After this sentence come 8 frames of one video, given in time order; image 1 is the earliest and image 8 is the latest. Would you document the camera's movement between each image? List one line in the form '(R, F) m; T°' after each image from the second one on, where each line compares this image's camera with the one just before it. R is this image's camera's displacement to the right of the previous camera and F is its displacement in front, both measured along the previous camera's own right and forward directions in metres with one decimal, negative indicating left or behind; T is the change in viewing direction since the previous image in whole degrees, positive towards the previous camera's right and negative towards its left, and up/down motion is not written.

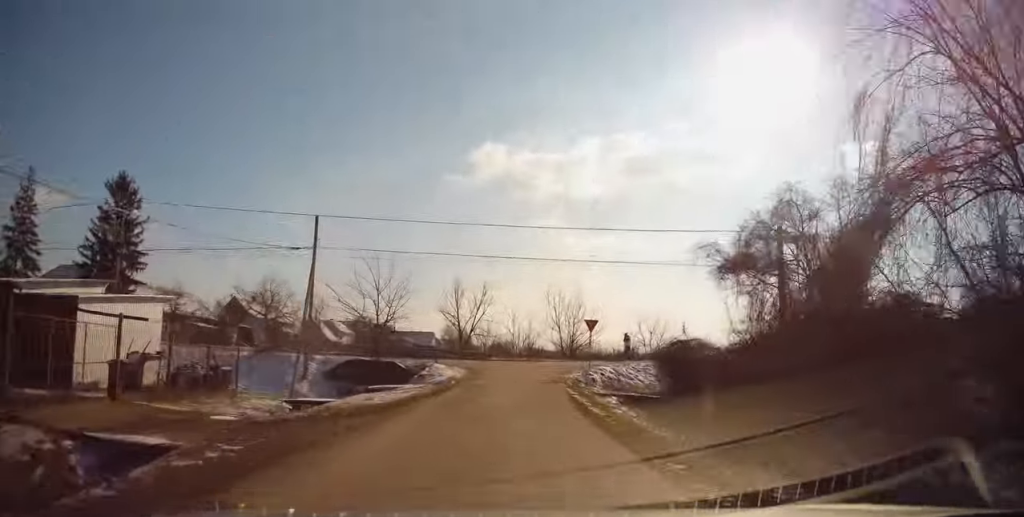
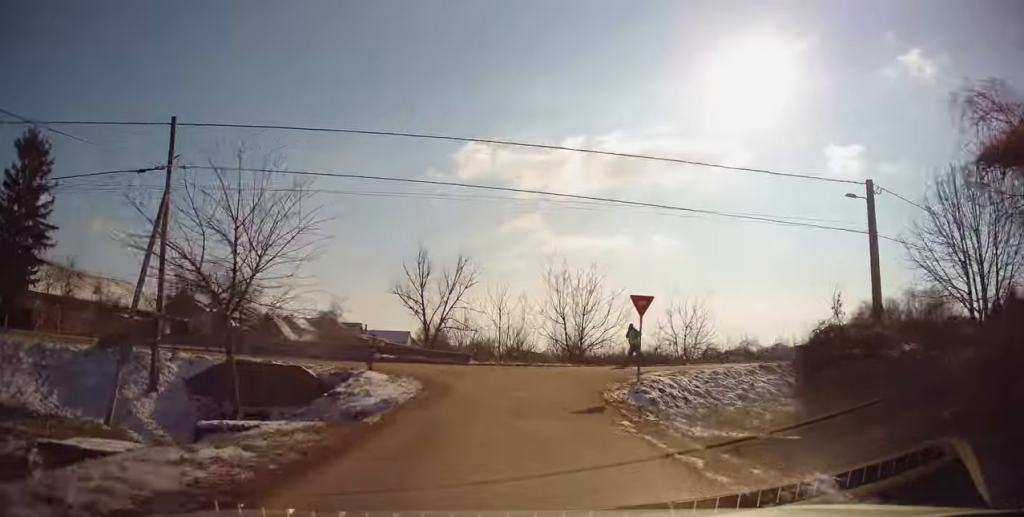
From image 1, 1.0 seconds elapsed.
(0.0, +10.3) m; +1°
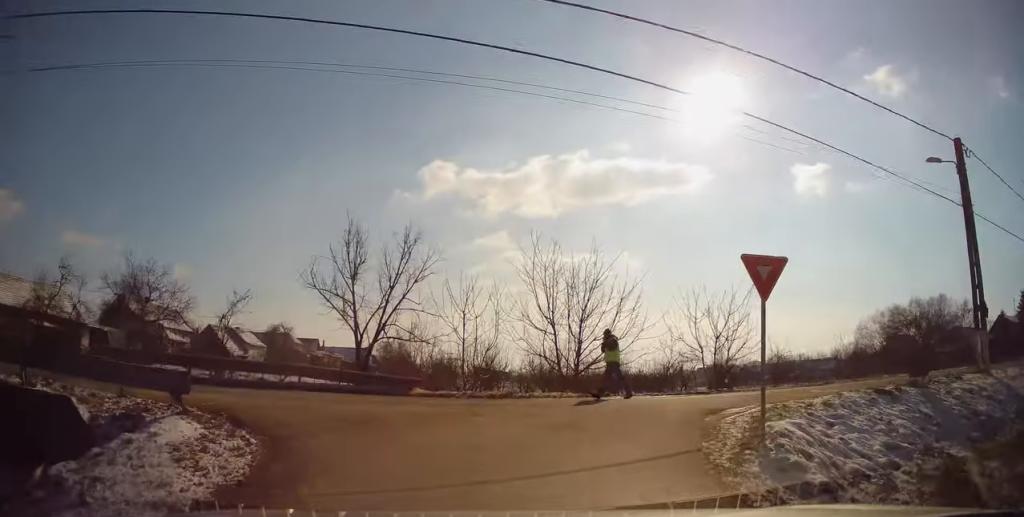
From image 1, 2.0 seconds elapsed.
(+0.1, +8.2) m; +5°
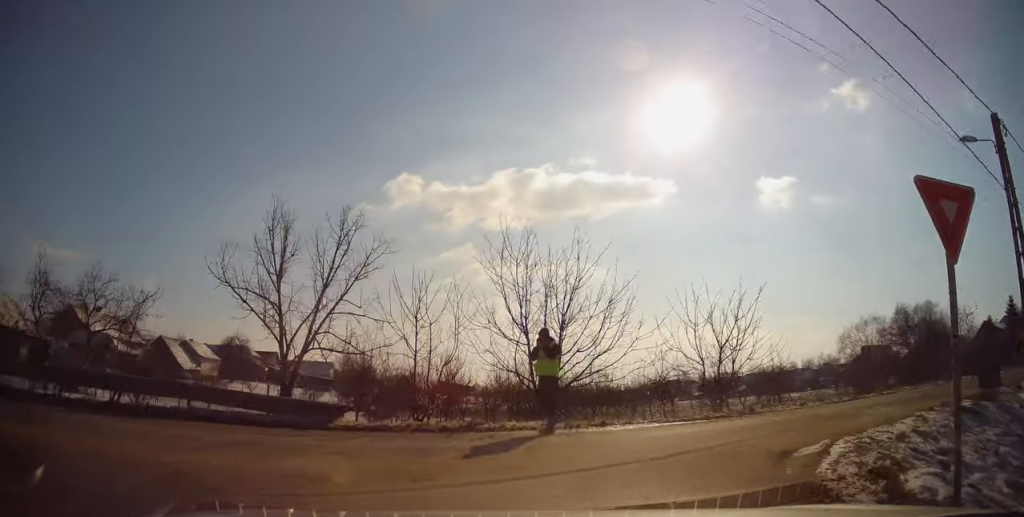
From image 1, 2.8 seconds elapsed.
(+0.2, +4.5) m; +7°
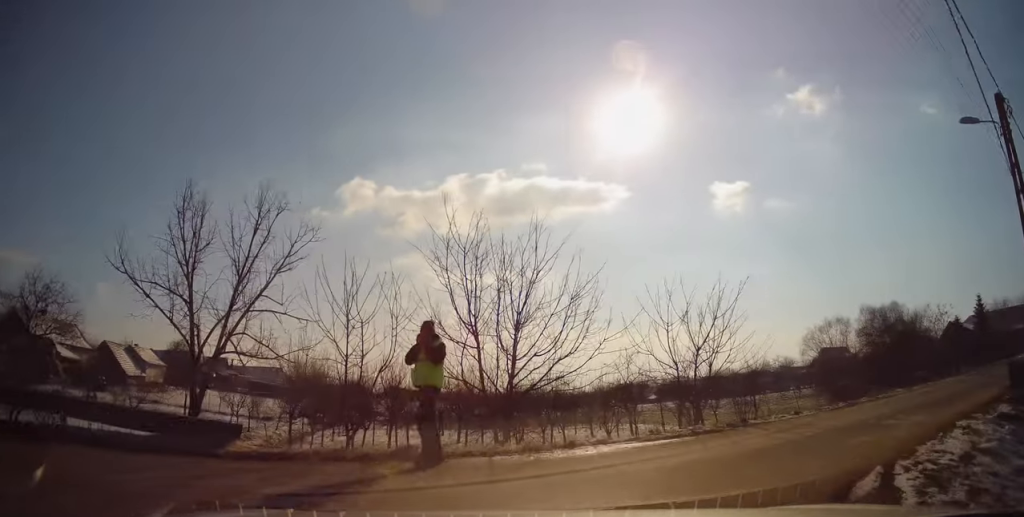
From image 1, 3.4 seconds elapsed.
(+0.1, +2.7) m; +7°
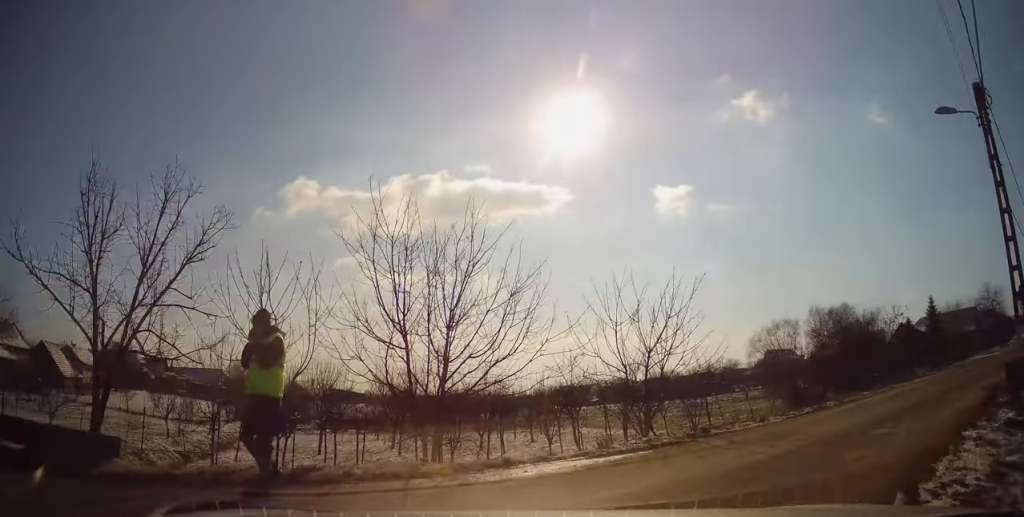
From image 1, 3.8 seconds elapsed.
(+0.1, +1.6) m; +9°
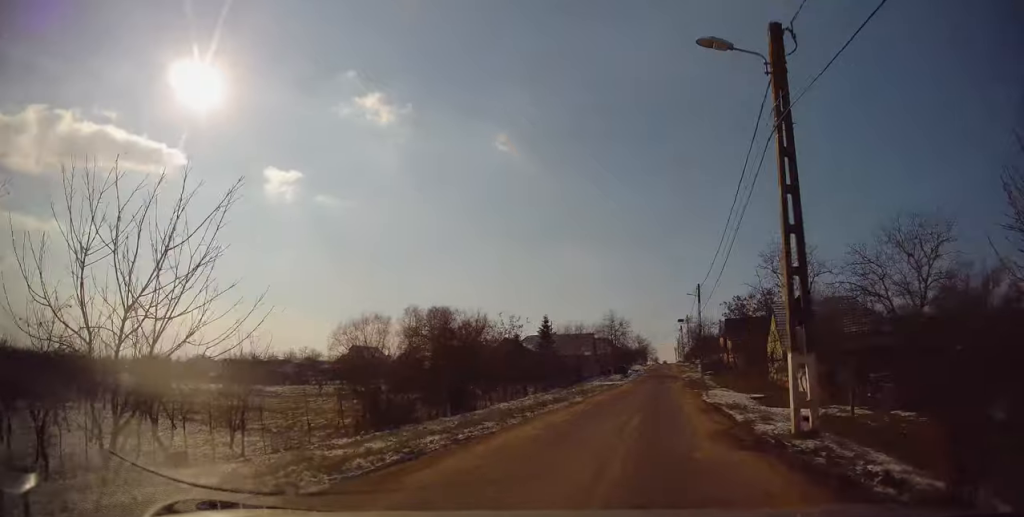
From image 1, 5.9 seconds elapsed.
(+3.2, +7.0) m; +42°
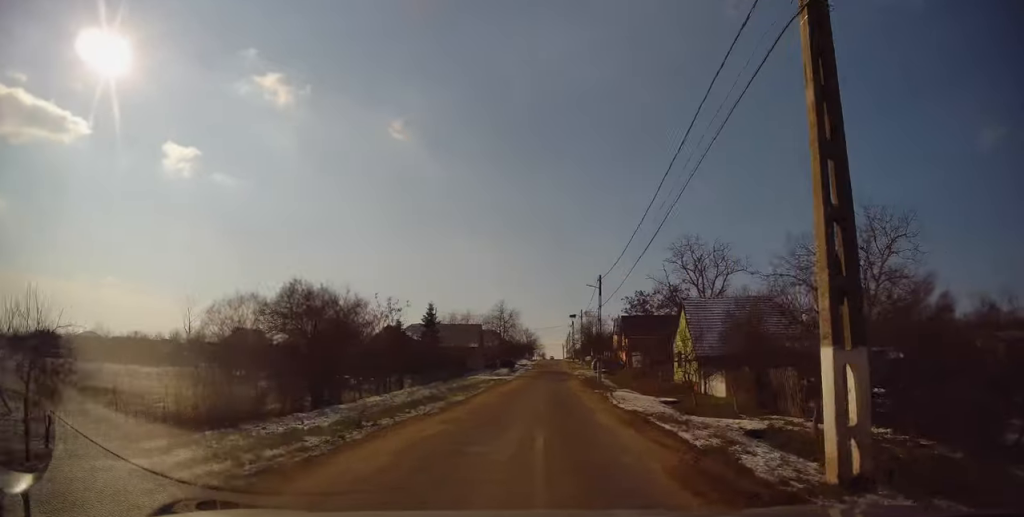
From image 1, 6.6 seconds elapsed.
(+0.3, +4.1) m; +7°
